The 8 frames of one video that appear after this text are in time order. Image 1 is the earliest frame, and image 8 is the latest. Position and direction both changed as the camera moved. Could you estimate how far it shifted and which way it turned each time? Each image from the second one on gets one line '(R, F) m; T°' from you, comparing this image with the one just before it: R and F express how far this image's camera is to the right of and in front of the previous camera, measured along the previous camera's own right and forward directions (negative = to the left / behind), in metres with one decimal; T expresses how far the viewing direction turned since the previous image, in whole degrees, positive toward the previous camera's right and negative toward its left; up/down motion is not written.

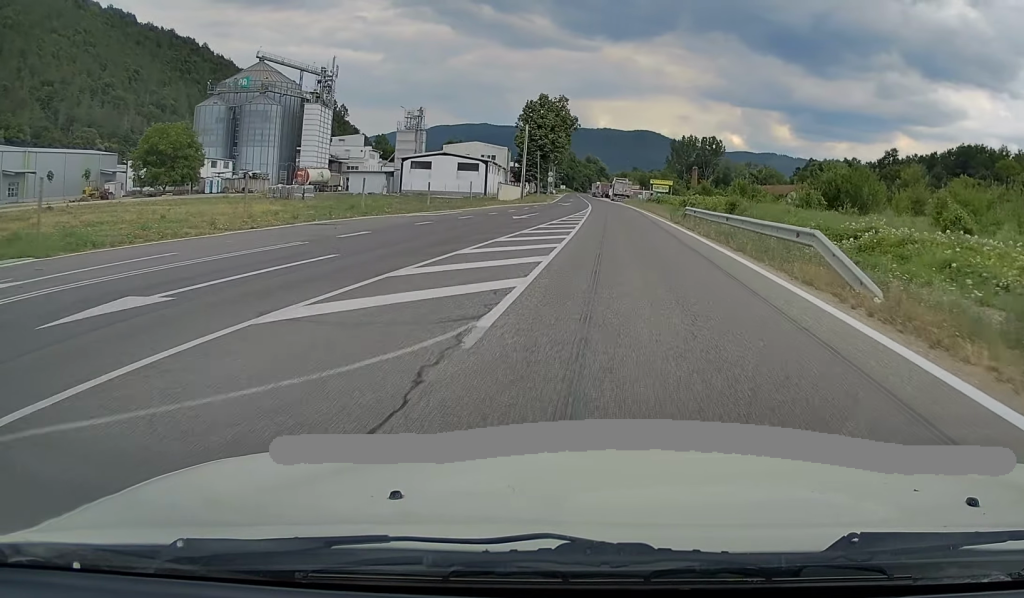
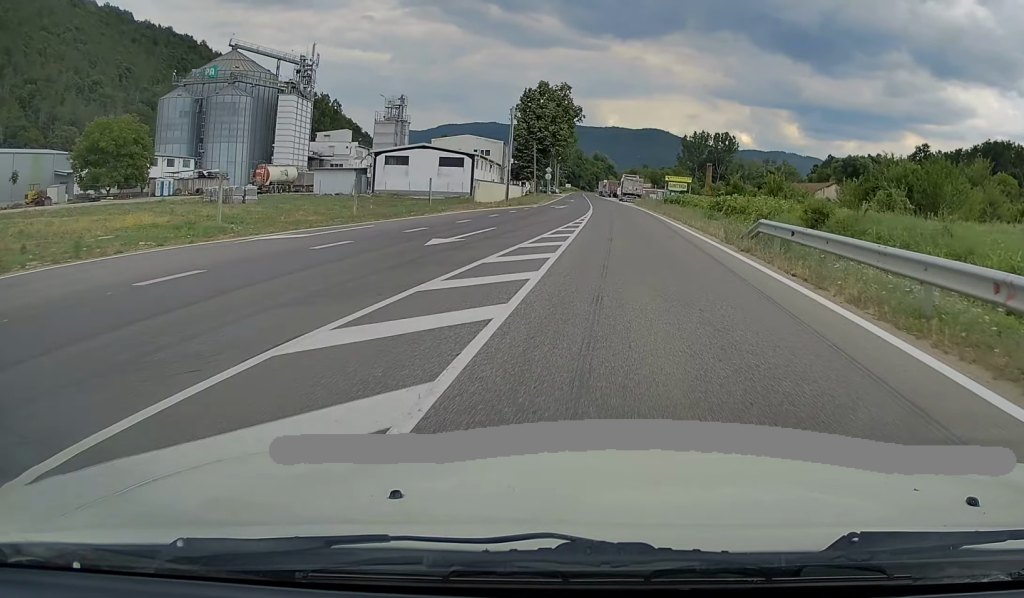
(-0.1, +15.6) m; -1°
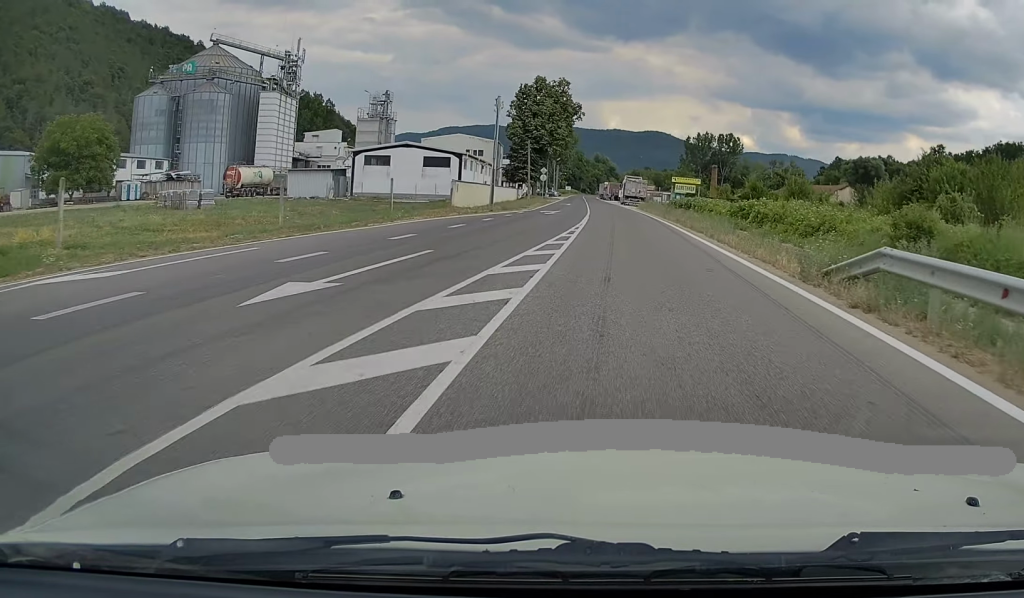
(0.0, +8.2) m; 0°
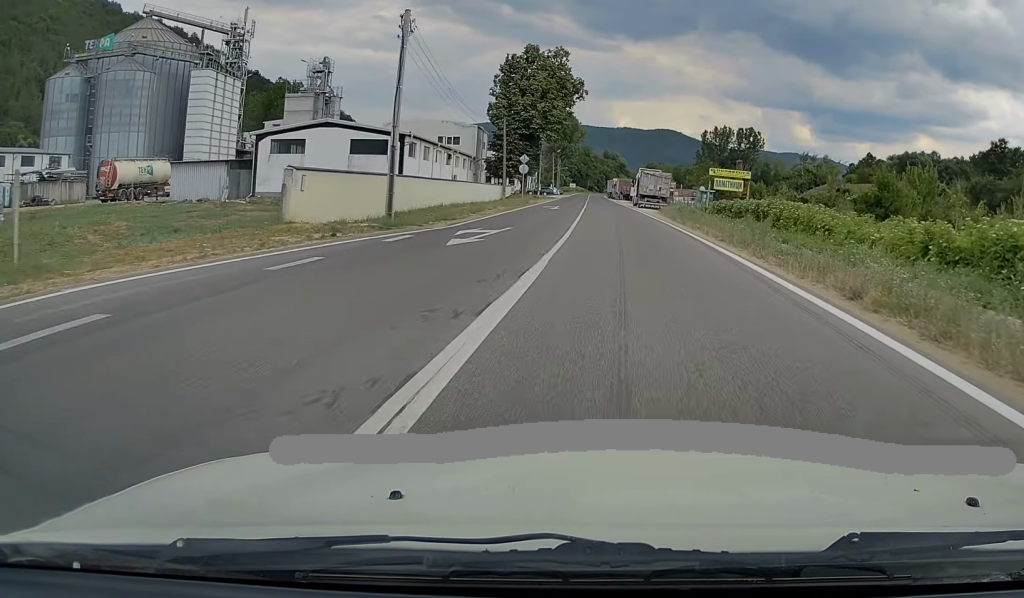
(-0.1, +25.8) m; 0°
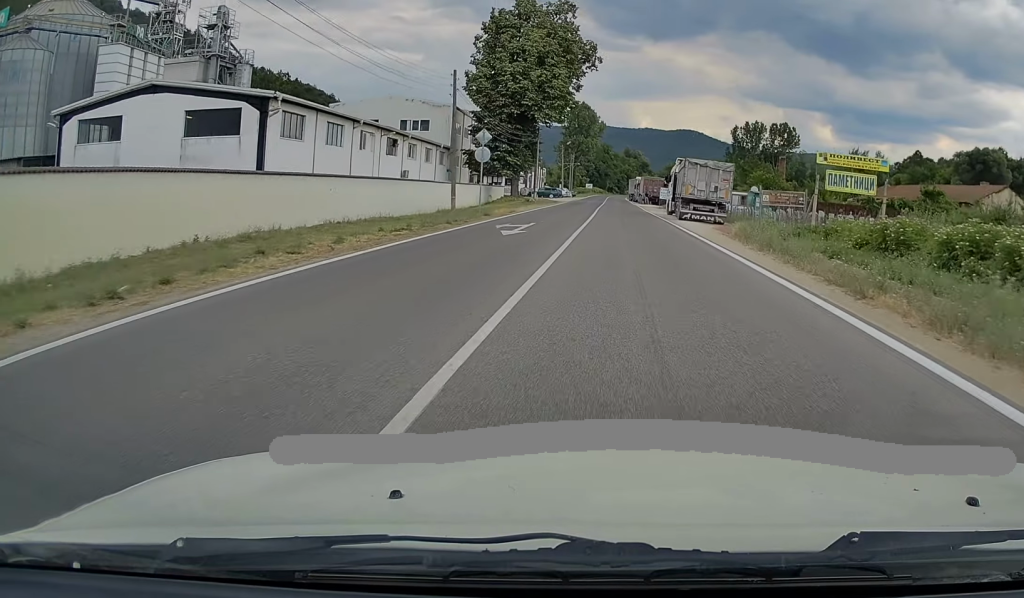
(-0.1, +25.9) m; 0°
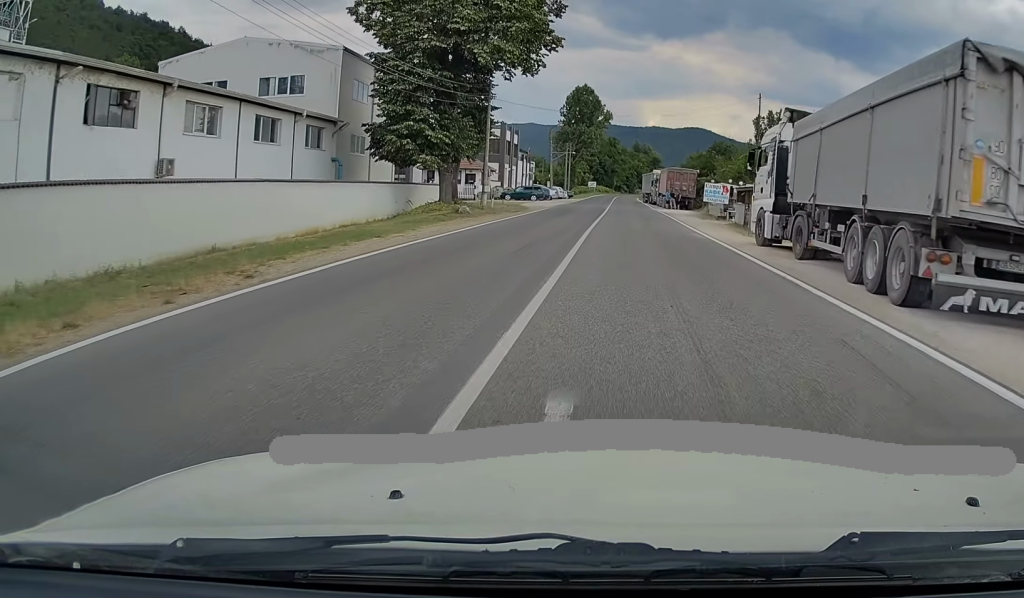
(-0.2, +31.7) m; -1°
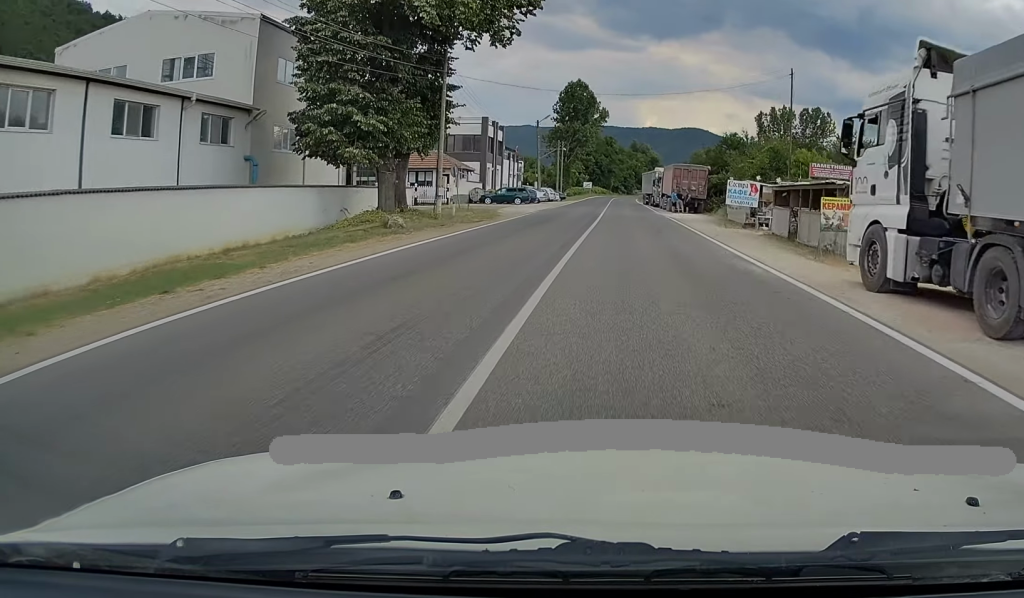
(-0.2, +9.9) m; 0°
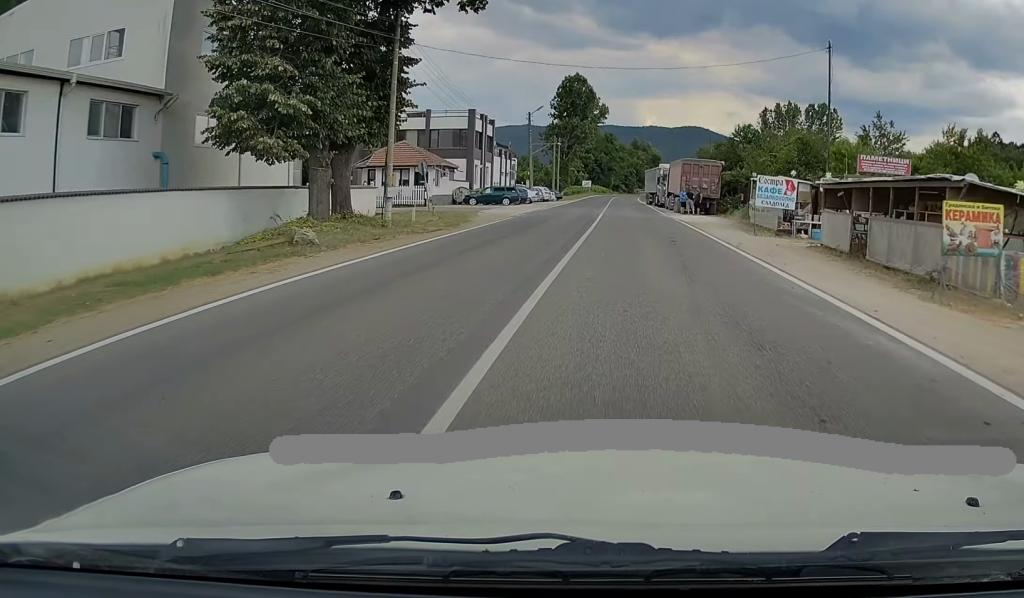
(-0.1, +7.0) m; 0°
